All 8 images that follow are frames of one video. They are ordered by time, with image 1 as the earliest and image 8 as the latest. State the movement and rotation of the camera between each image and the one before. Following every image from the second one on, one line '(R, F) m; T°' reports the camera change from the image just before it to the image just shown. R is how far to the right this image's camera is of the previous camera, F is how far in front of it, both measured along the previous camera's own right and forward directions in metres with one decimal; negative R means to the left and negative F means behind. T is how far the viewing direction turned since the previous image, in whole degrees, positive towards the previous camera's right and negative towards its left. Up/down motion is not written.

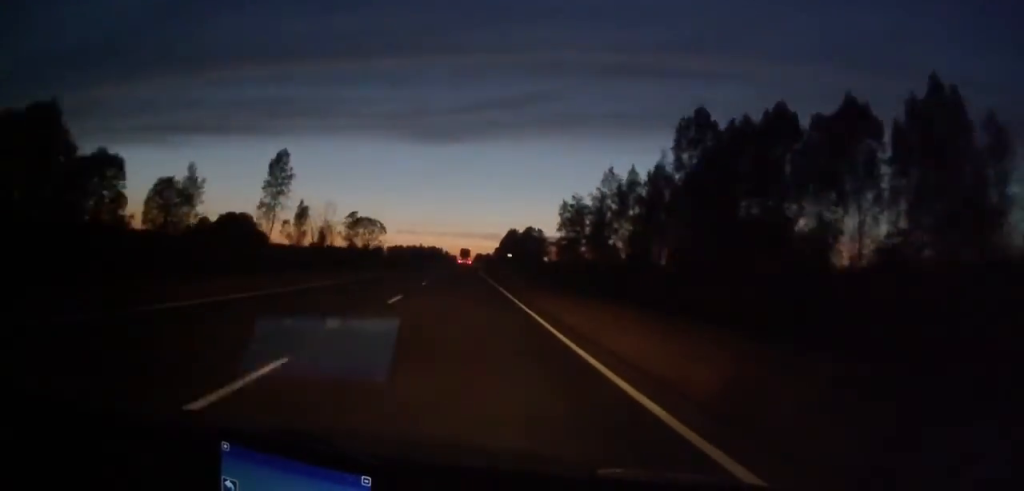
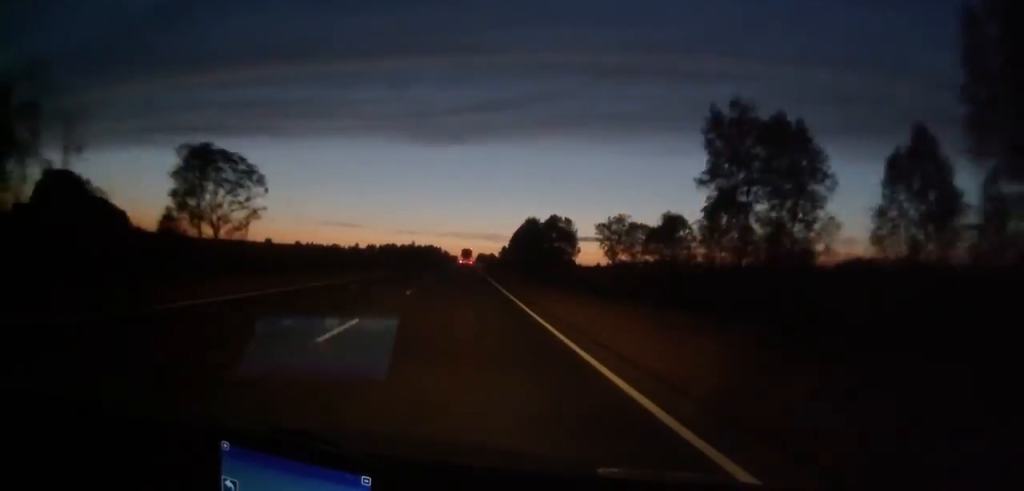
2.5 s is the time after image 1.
(+0.2, +67.4) m; 0°
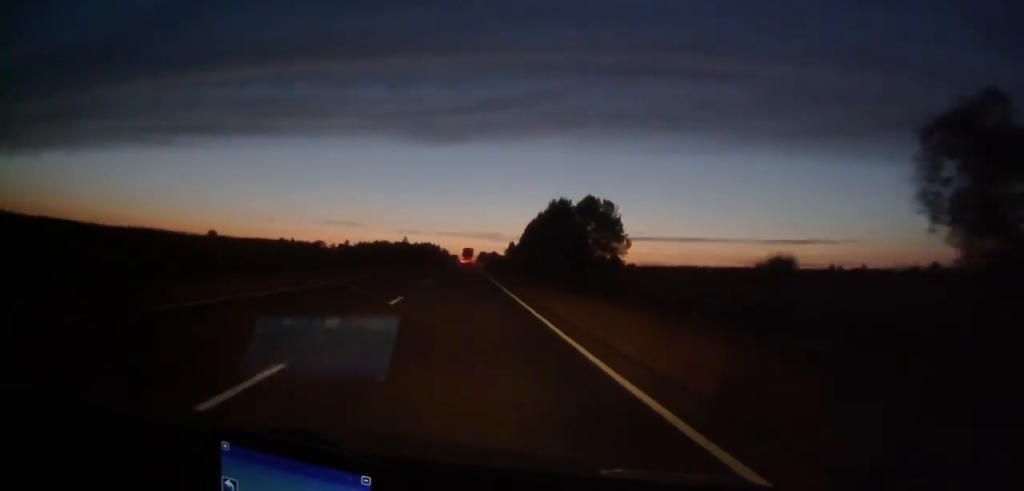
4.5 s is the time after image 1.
(-0.3, +53.2) m; 0°
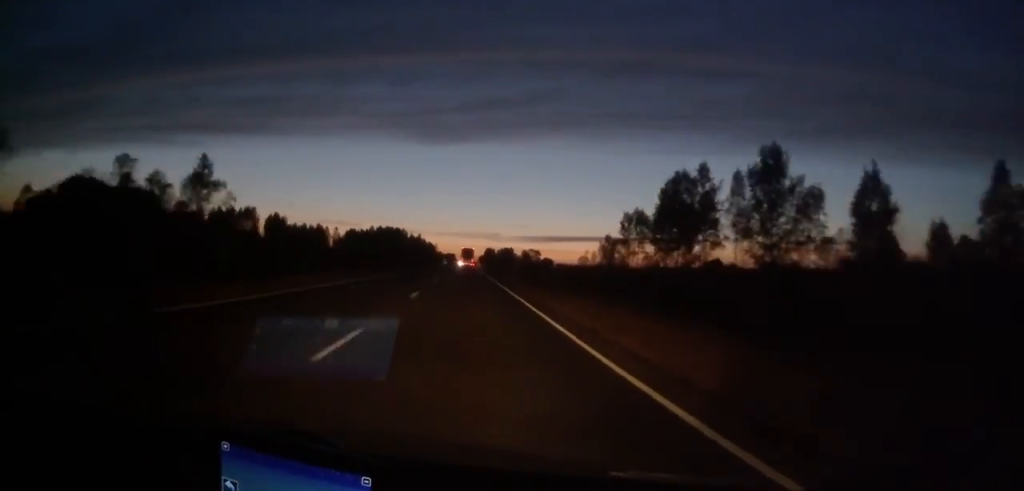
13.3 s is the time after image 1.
(+0.7, +234.0) m; 0°
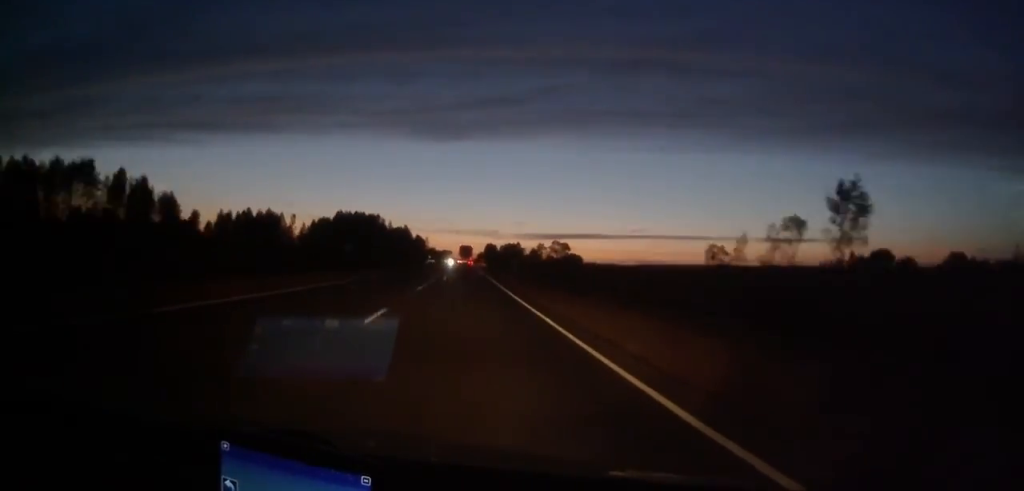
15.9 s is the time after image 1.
(0.0, +67.2) m; 0°
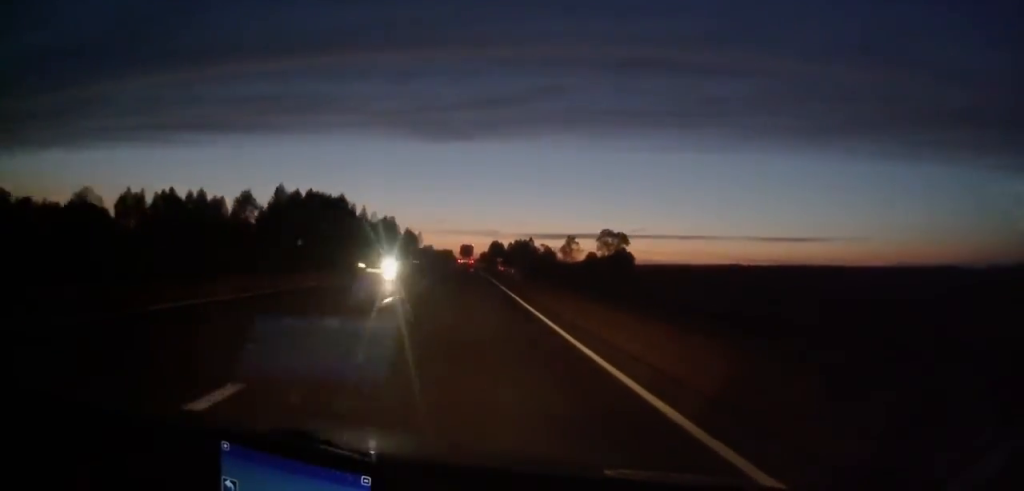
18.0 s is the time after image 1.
(-0.2, +56.3) m; 0°
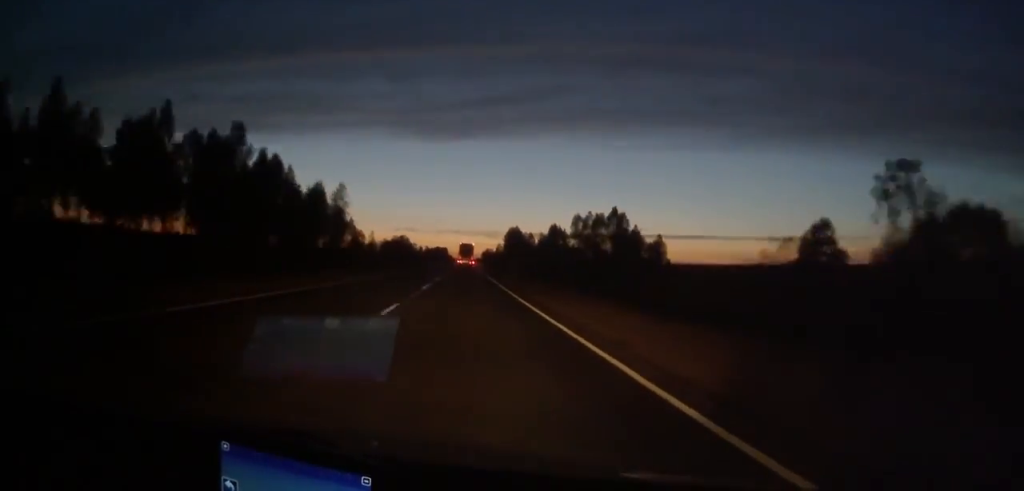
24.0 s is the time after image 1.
(-0.1, +157.3) m; 0°
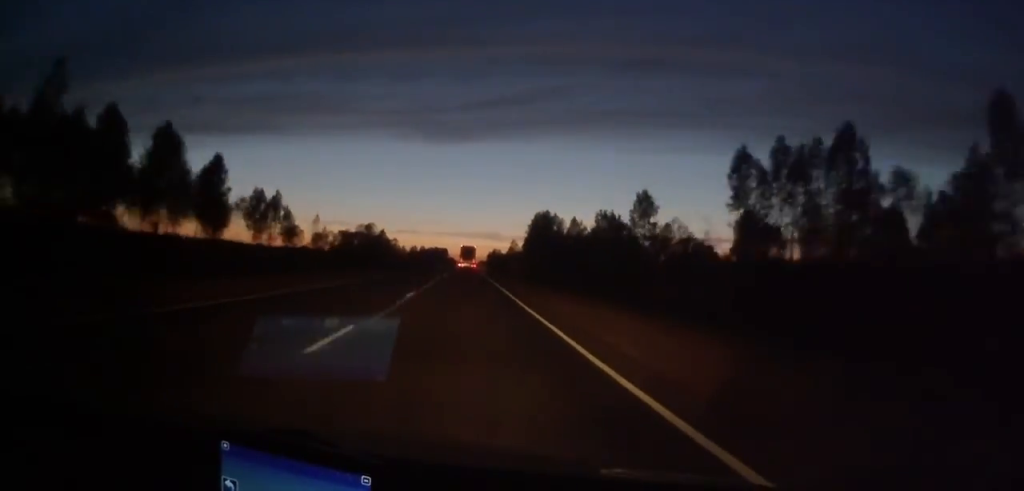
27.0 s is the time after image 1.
(+0.1, +76.6) m; 0°
